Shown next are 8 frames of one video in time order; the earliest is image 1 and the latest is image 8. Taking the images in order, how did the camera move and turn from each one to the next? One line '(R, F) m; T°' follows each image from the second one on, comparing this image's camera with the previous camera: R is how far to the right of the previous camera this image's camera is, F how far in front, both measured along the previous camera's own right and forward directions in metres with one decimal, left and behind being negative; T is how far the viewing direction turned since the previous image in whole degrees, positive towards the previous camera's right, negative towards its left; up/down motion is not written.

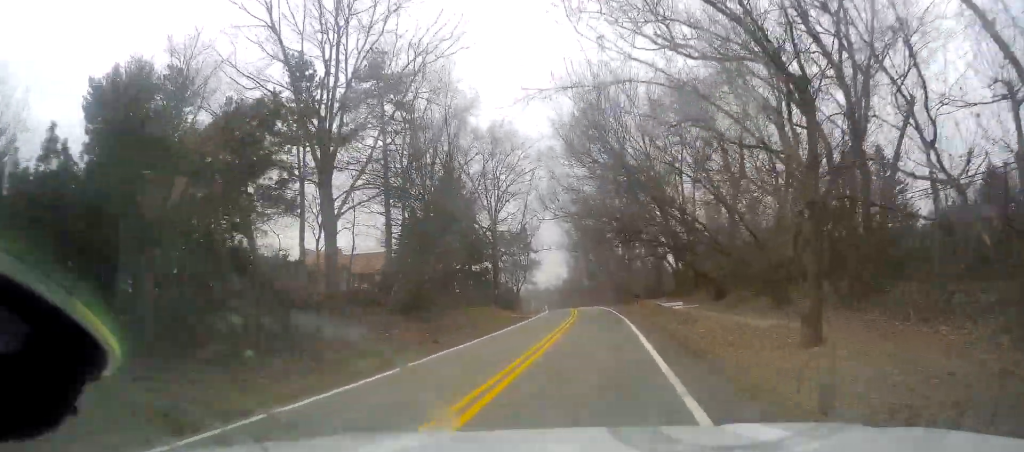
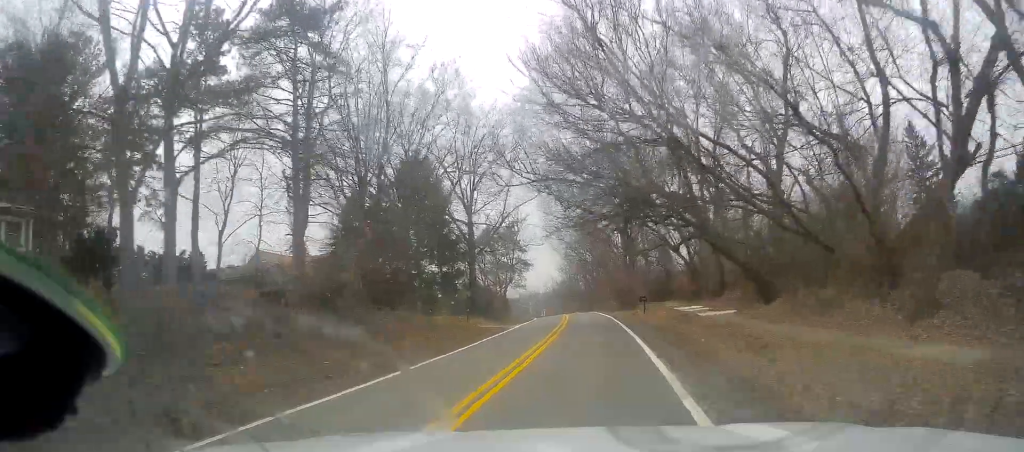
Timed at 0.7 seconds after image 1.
(+0.1, +12.2) m; +1°
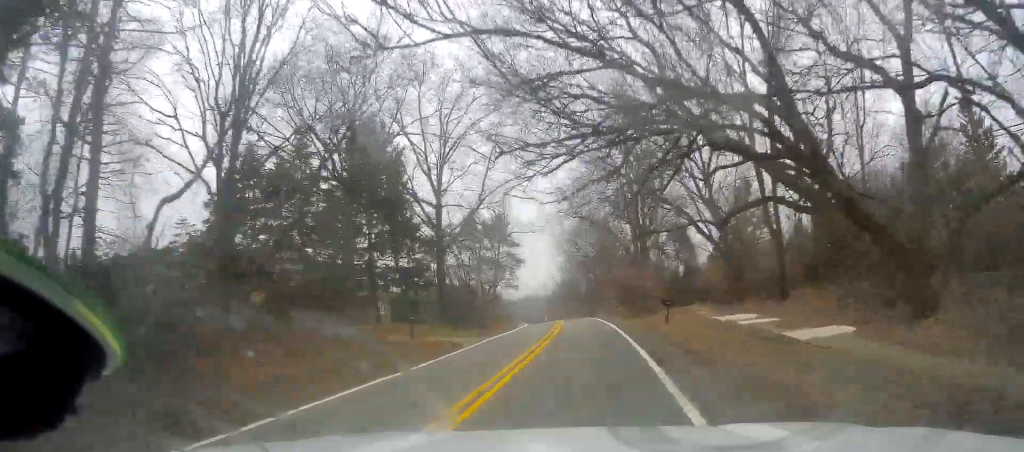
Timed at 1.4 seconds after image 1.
(+0.2, +14.0) m; +1°
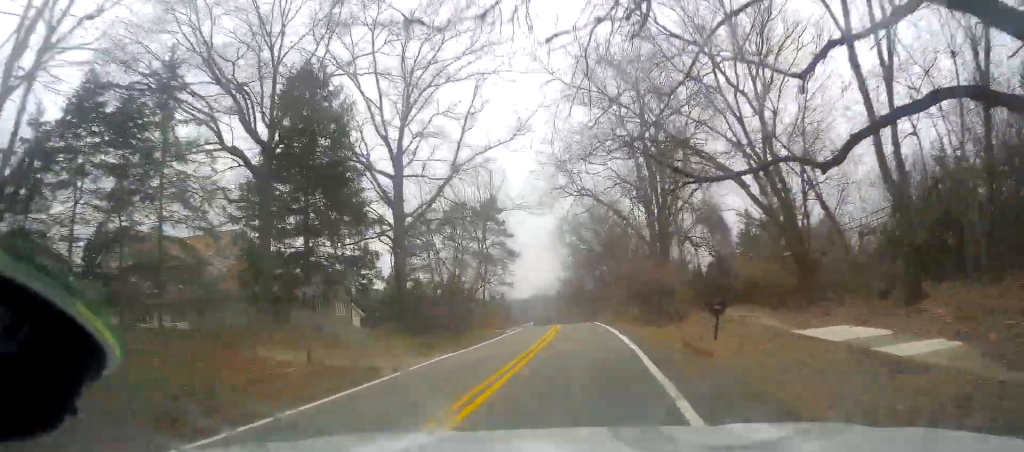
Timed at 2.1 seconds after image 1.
(+0.3, +12.0) m; 0°
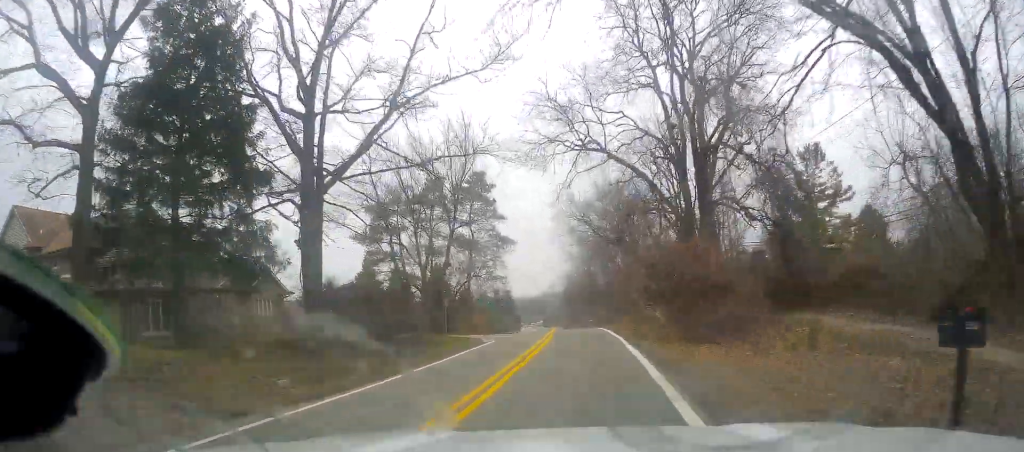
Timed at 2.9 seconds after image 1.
(-0.4, +13.7) m; -2°
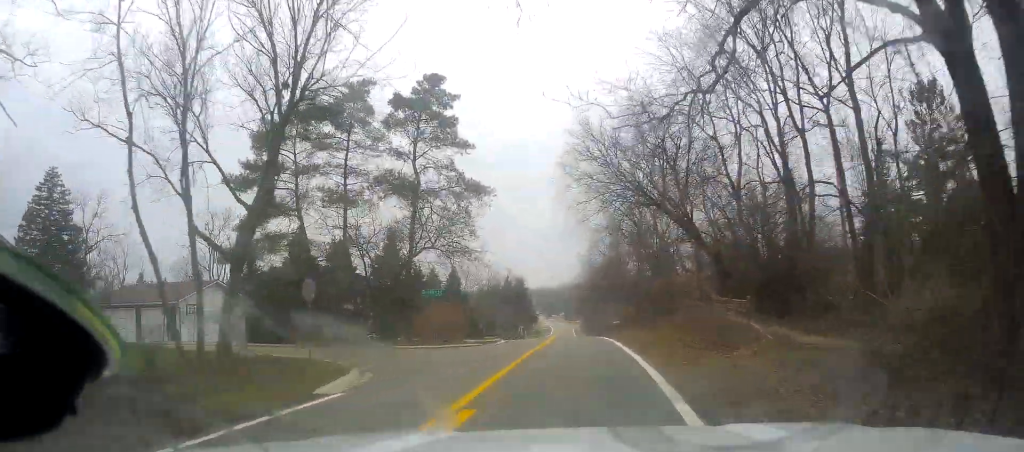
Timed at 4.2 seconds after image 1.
(-0.7, +23.8) m; -3°
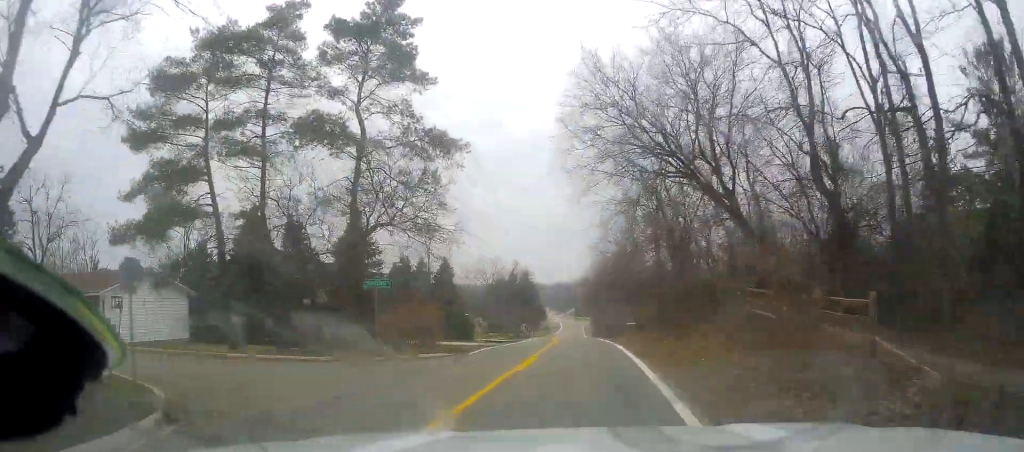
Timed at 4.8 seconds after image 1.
(-0.2, +9.5) m; -1°
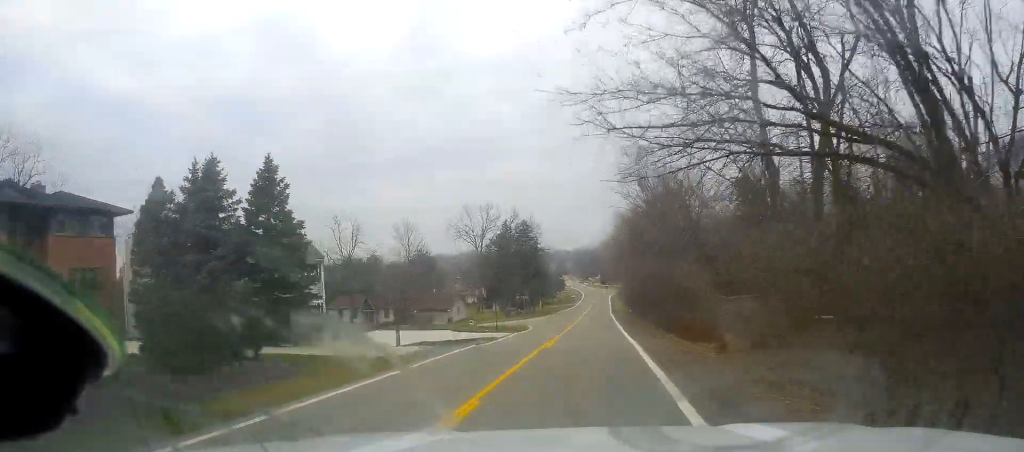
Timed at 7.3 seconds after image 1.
(-0.5, +40.7) m; -2°
